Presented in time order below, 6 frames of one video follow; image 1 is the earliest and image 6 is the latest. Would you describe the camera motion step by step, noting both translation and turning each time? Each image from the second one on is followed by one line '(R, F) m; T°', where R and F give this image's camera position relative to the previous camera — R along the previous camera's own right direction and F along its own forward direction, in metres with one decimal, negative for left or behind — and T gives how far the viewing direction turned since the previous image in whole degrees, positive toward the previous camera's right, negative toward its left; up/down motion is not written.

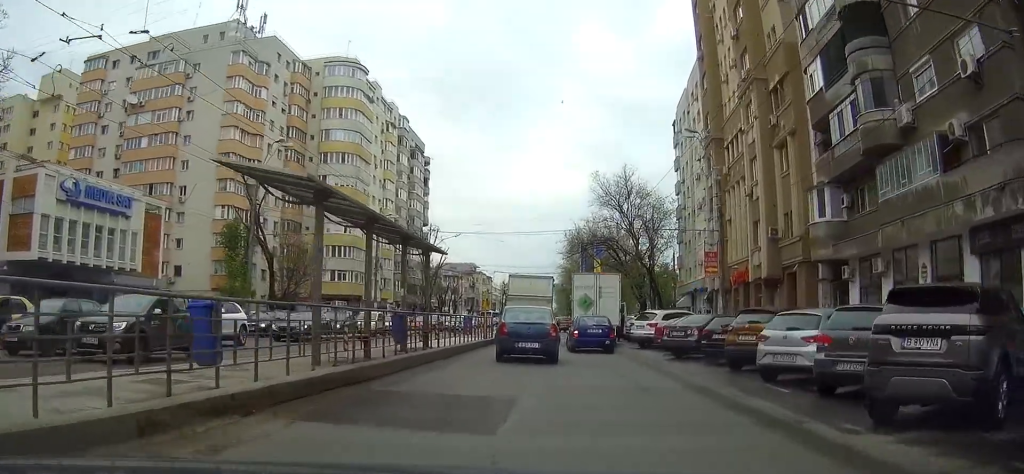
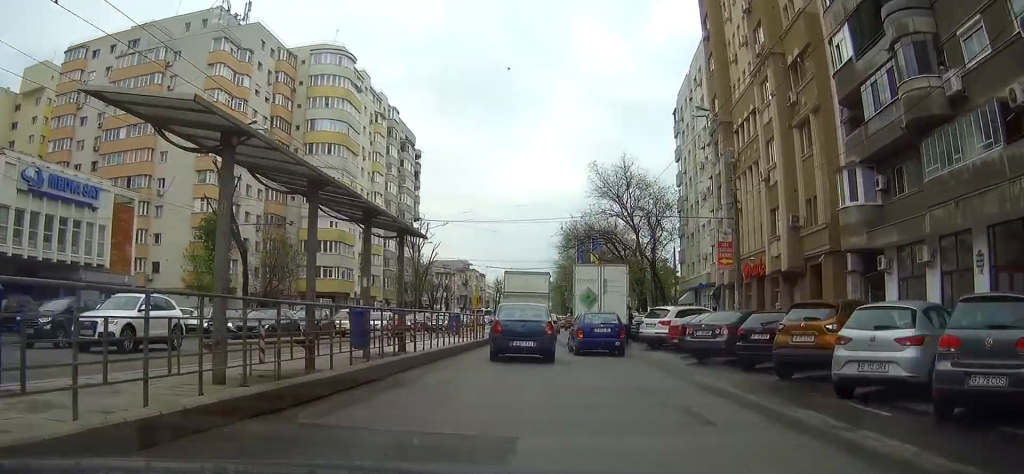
(-0.1, +4.2) m; 0°
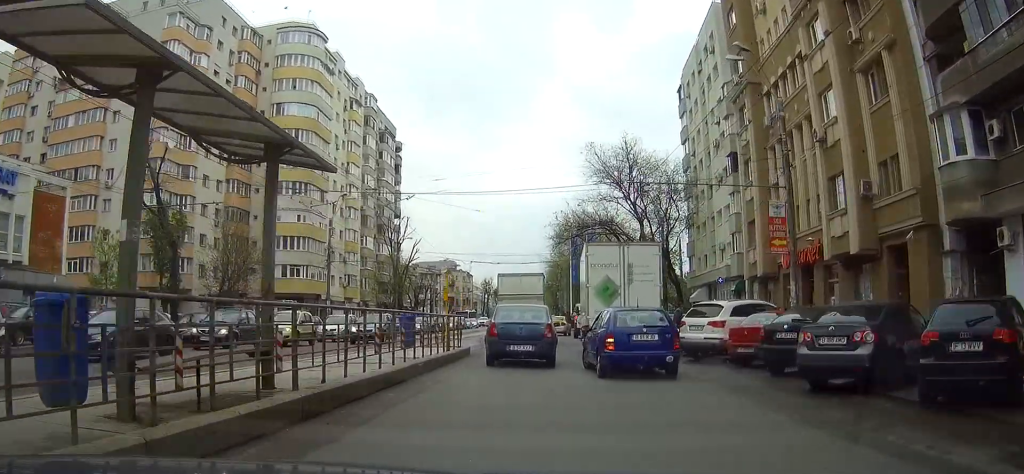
(0.0, +9.4) m; +1°
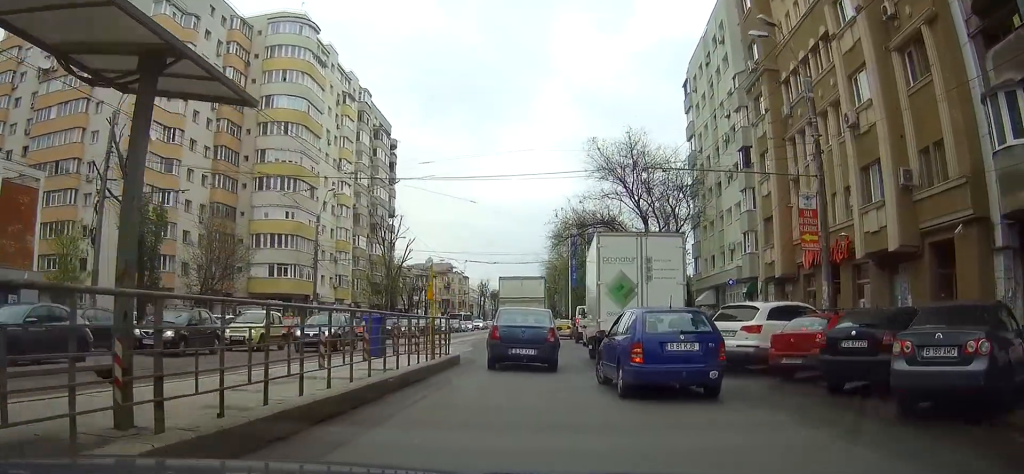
(0.0, +3.5) m; +1°
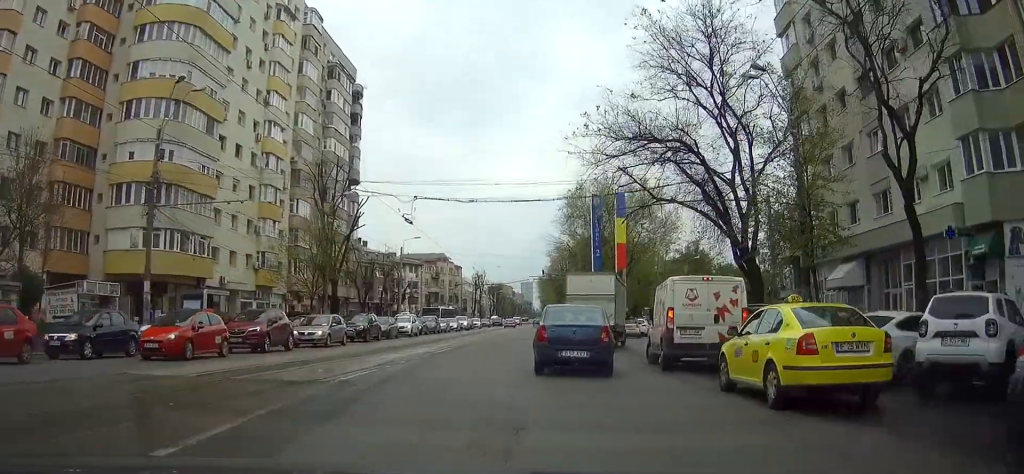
(+0.5, +23.4) m; 0°
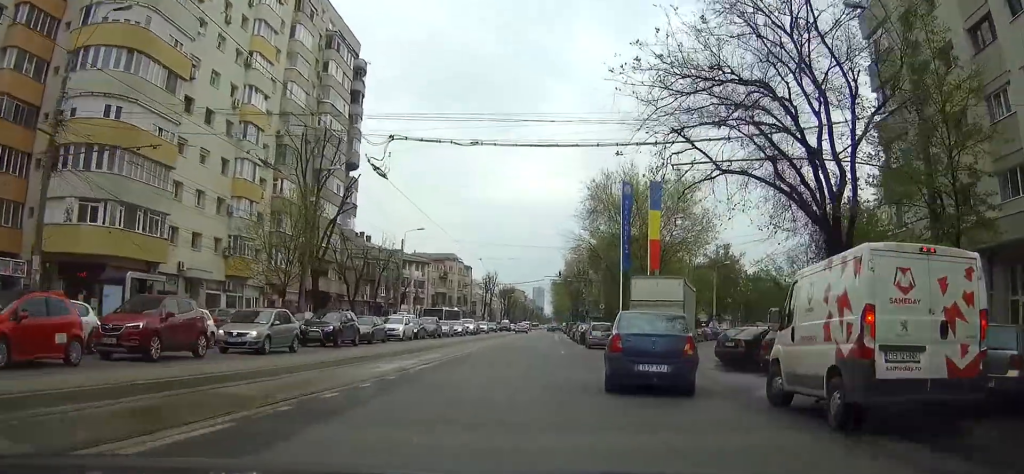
(+0.1, +14.1) m; 0°
